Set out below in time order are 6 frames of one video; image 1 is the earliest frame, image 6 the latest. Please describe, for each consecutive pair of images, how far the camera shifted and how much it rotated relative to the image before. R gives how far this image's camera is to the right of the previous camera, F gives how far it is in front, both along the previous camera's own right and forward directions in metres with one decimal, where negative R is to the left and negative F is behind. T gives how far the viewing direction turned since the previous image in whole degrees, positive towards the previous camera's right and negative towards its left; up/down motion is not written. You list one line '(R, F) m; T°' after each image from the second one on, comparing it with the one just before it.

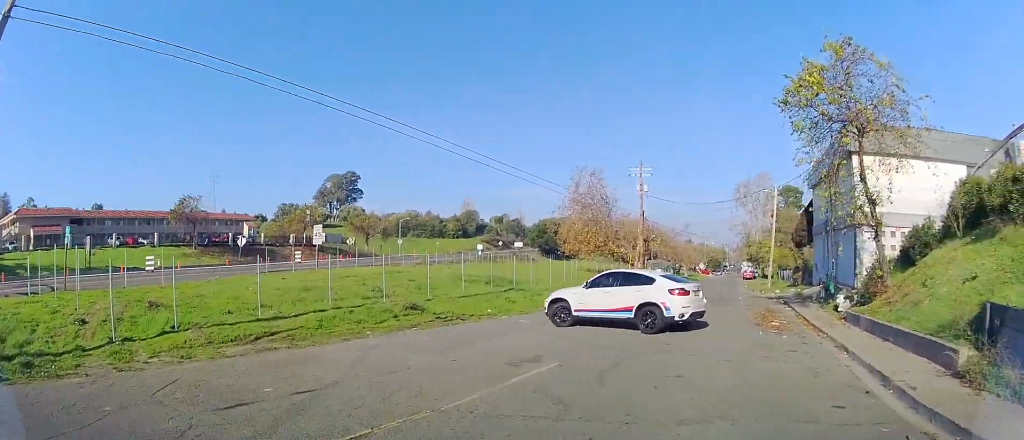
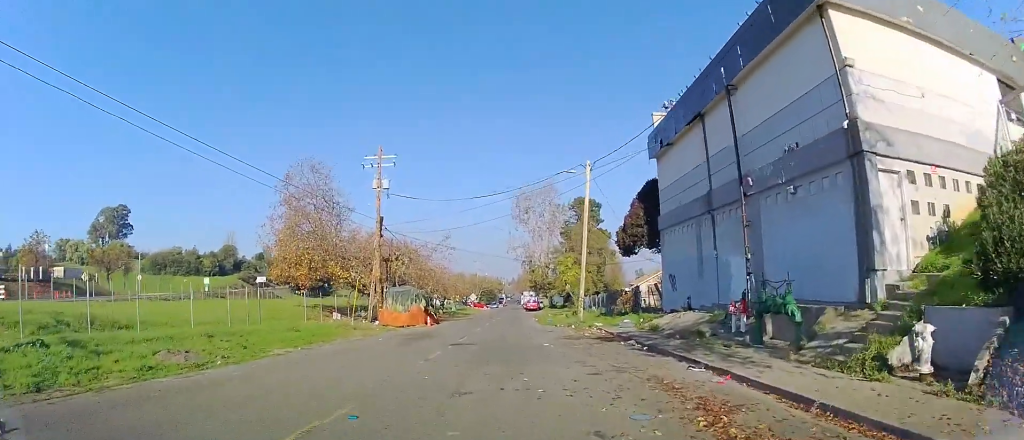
(+6.8, +15.3) m; +26°
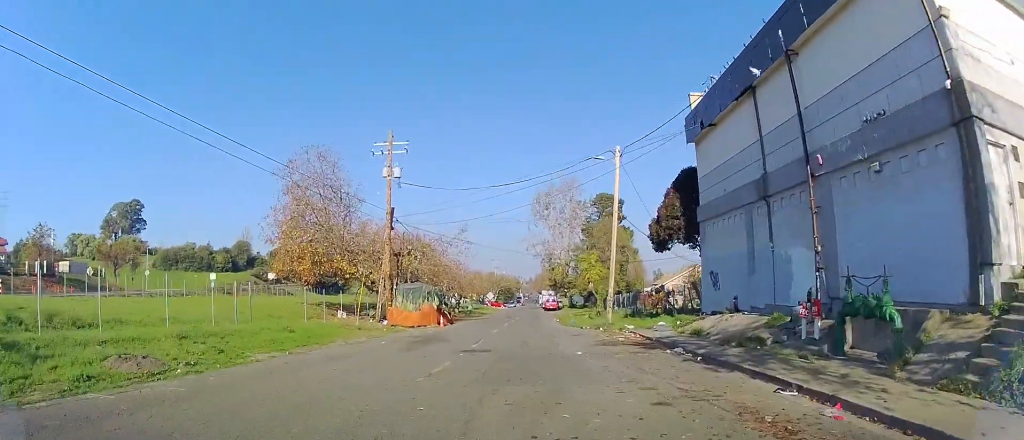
(0.0, +3.0) m; 0°
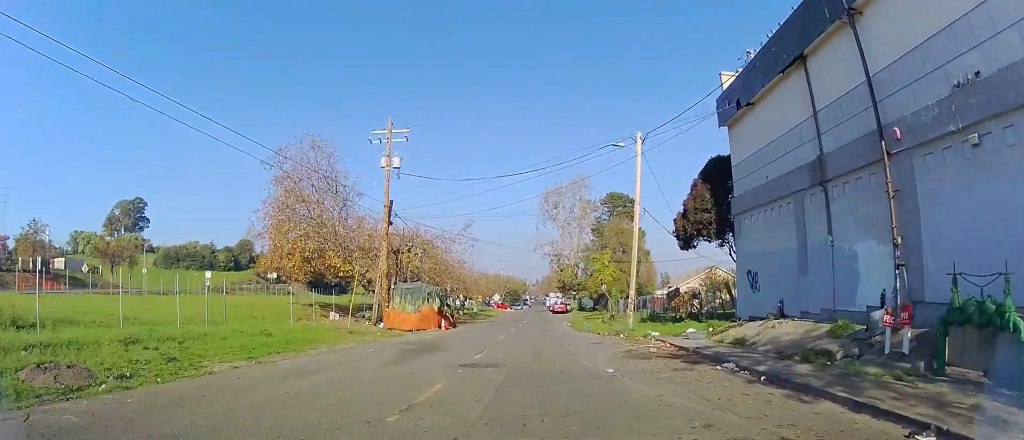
(0.0, +3.0) m; 0°
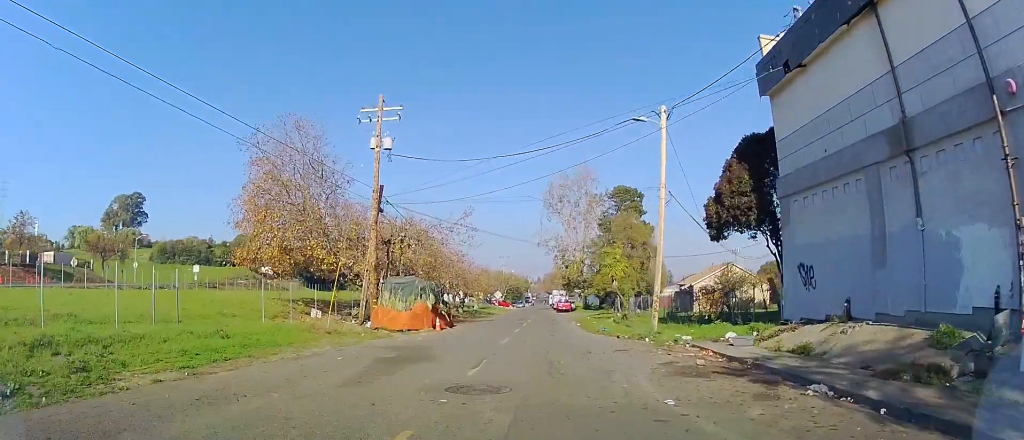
(0.0, +3.8) m; 0°
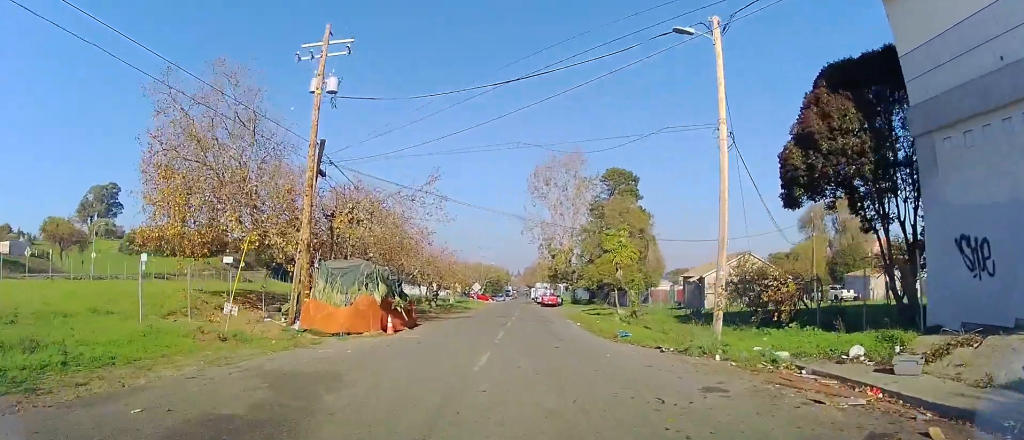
(0.0, +7.9) m; 0°
